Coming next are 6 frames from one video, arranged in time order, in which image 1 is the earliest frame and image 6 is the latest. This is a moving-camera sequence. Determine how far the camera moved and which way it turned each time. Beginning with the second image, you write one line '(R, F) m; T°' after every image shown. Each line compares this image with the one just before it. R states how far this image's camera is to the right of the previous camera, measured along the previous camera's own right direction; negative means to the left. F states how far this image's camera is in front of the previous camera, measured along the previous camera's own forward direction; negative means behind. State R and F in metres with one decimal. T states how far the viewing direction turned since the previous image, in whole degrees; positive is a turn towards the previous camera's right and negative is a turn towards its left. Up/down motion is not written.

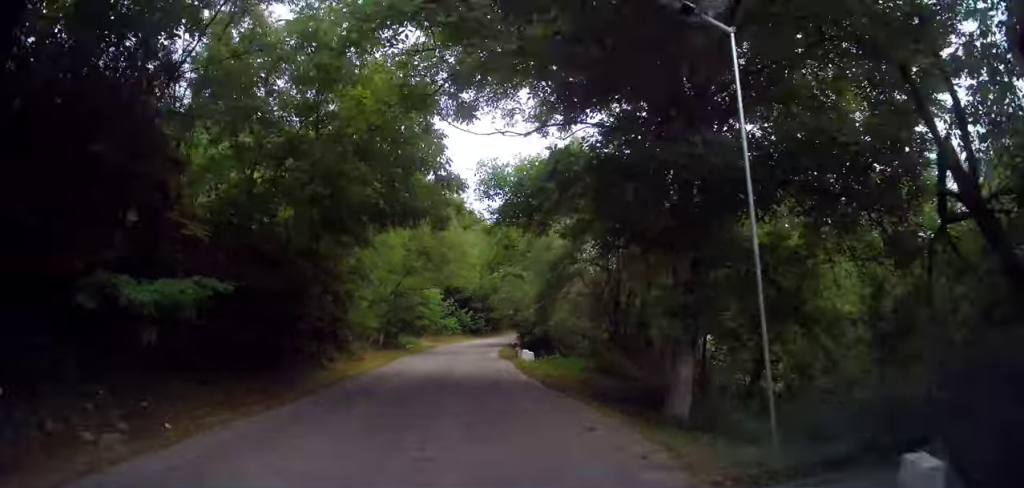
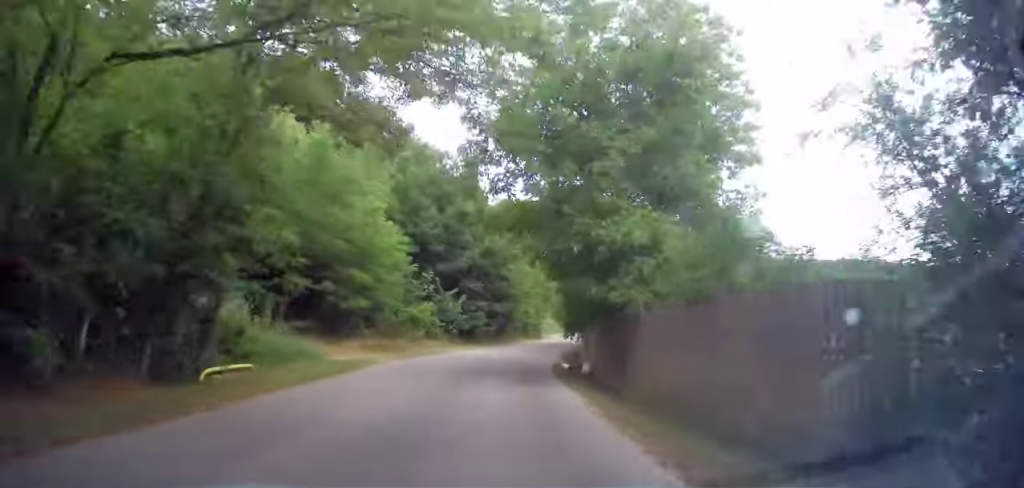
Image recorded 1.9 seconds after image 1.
(+0.6, +31.0) m; +2°
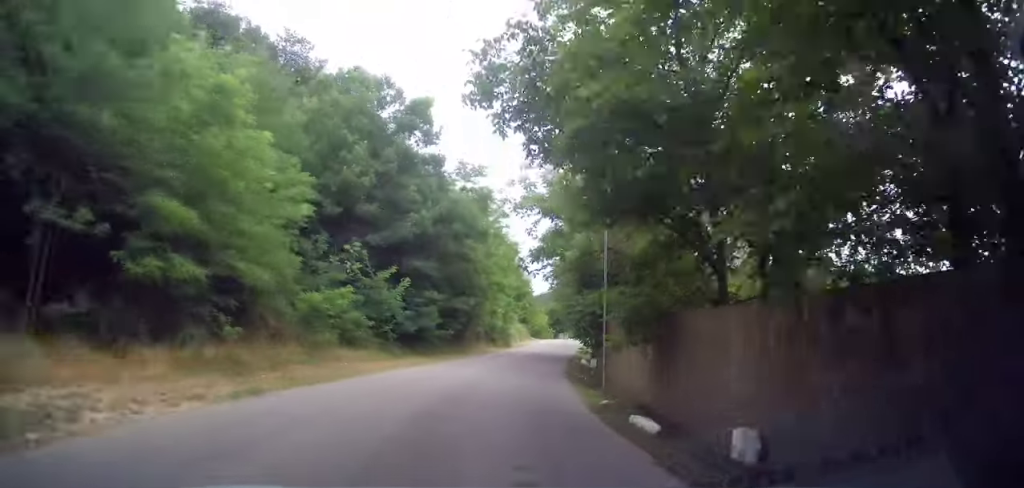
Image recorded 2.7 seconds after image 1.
(+0.1, +13.3) m; +4°
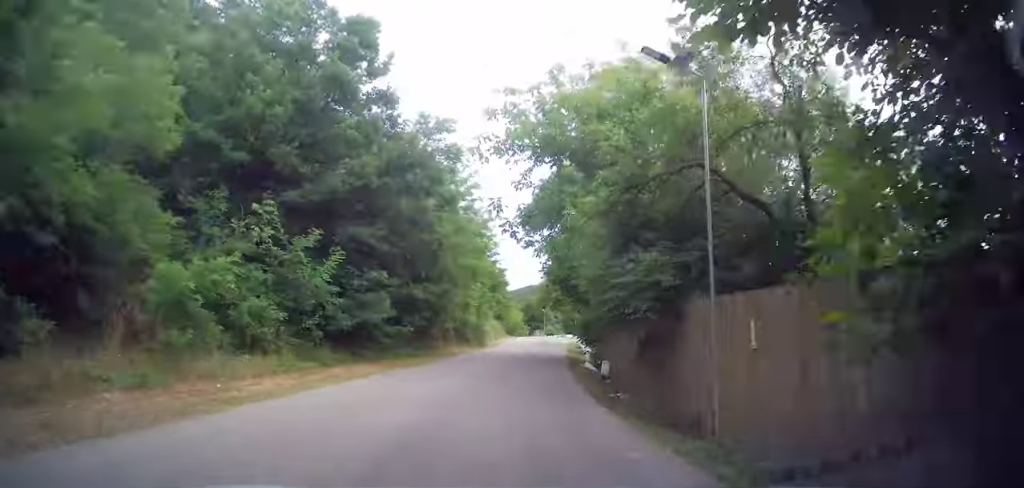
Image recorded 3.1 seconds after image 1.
(+0.3, +7.7) m; +3°
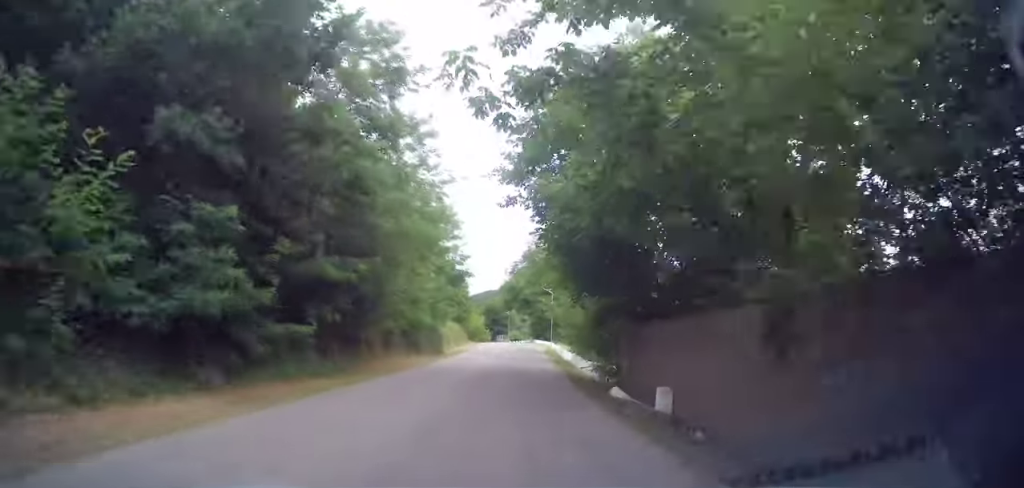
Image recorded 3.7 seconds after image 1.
(+0.3, +9.4) m; +3°
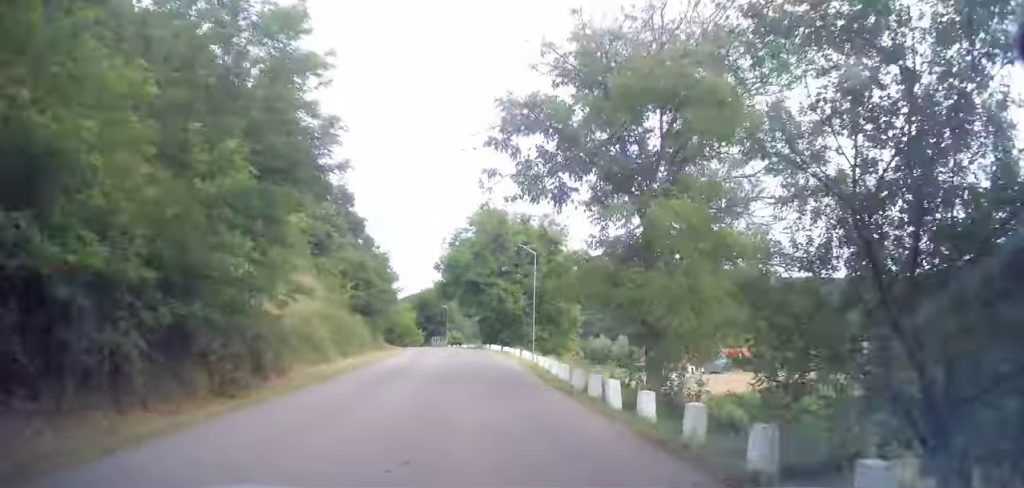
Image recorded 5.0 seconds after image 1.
(+1.5, +22.4) m; +6°
